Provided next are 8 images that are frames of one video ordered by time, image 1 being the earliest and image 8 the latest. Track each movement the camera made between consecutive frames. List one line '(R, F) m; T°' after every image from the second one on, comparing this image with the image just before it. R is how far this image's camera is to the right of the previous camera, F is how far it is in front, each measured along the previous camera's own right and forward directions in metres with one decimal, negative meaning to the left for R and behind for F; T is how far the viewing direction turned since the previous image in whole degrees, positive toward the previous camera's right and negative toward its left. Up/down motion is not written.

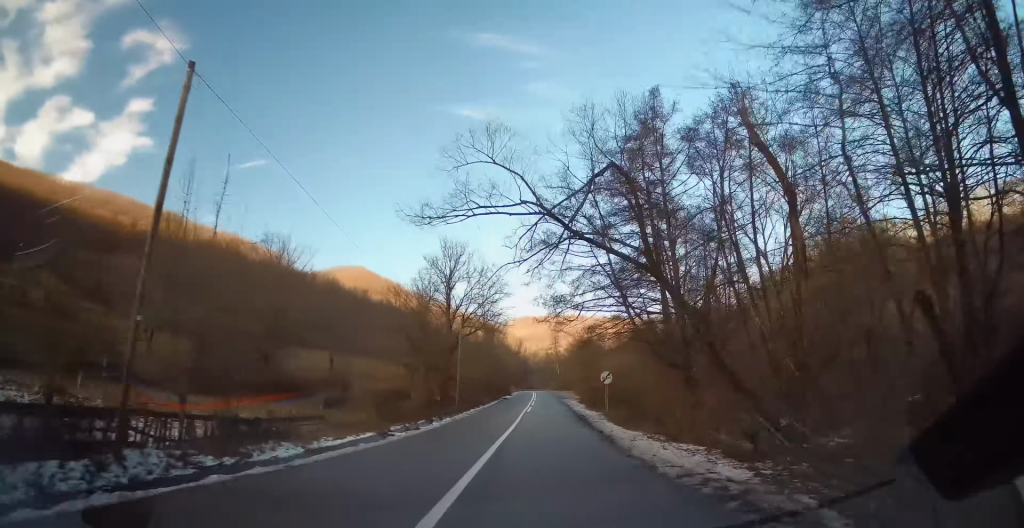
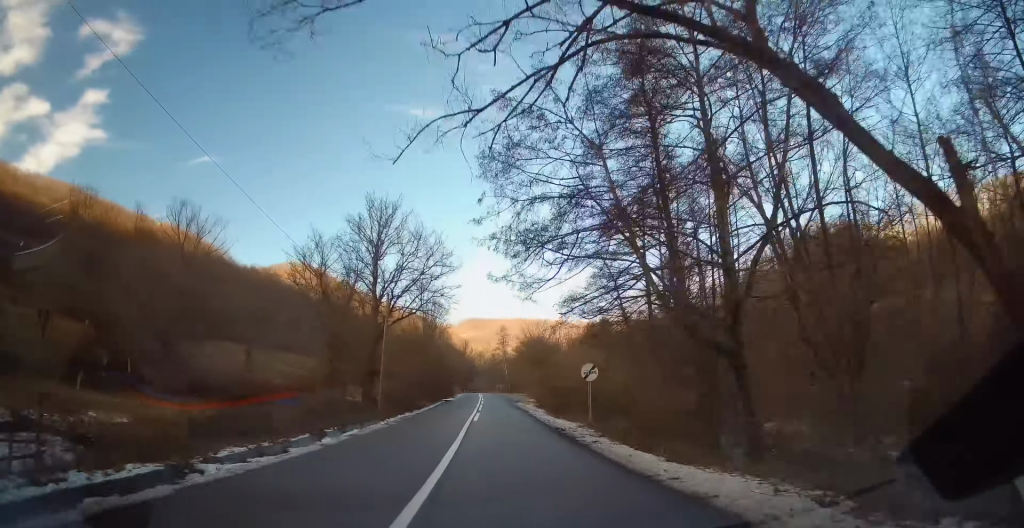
(+0.7, +11.2) m; +4°
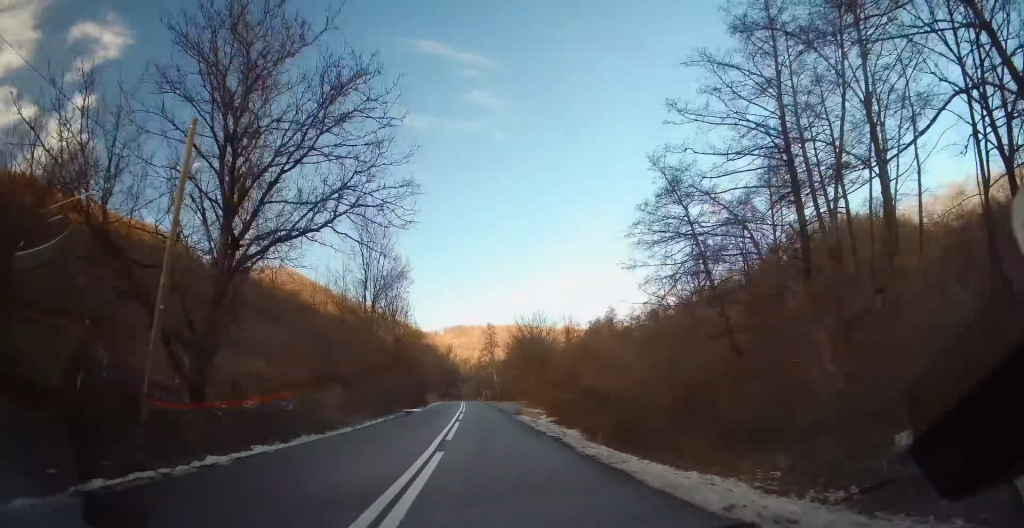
(+0.2, +22.4) m; +3°
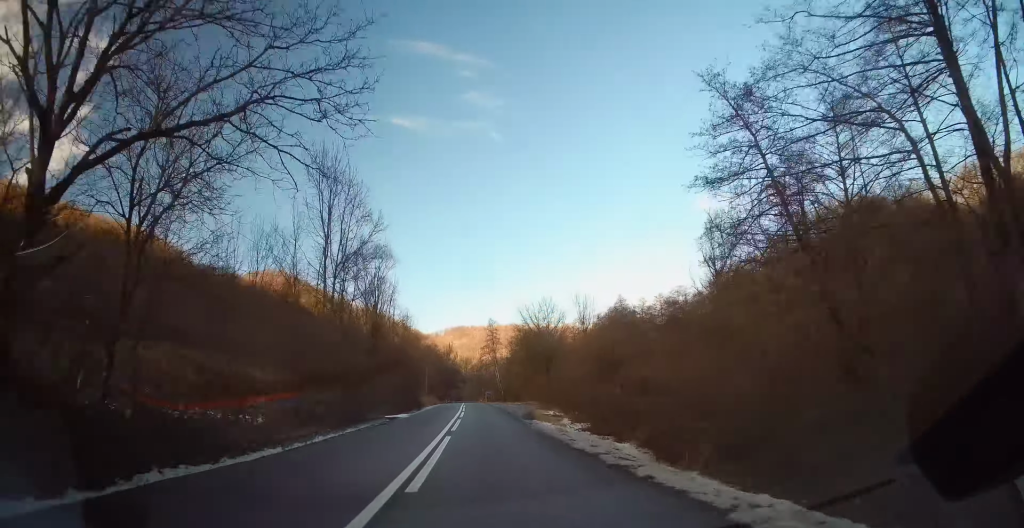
(+0.2, +8.9) m; +1°
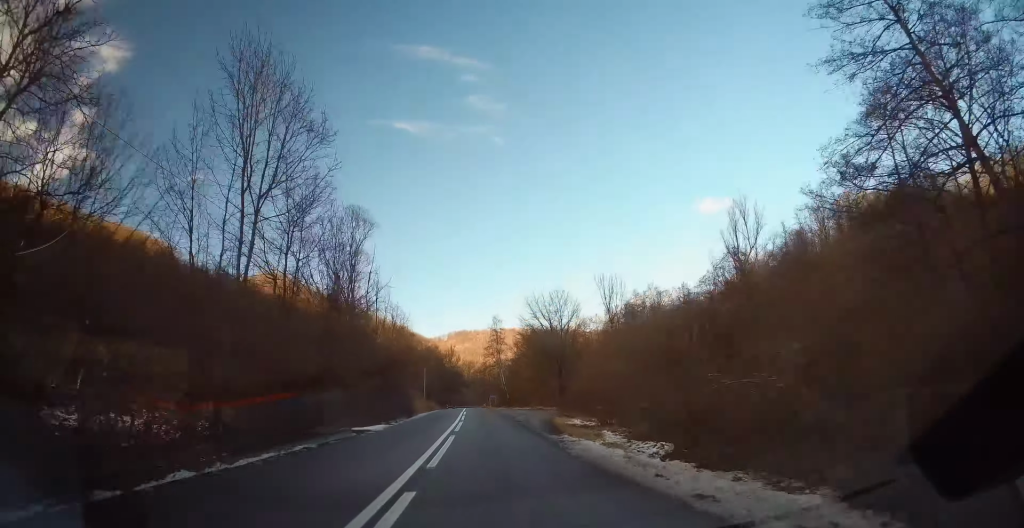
(+0.3, +9.6) m; 0°
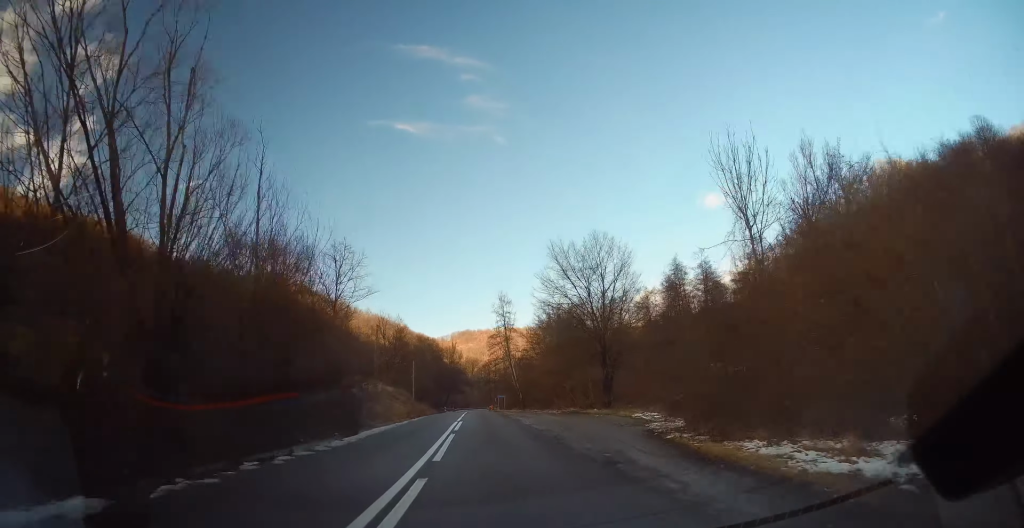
(-0.3, +22.7) m; -1°
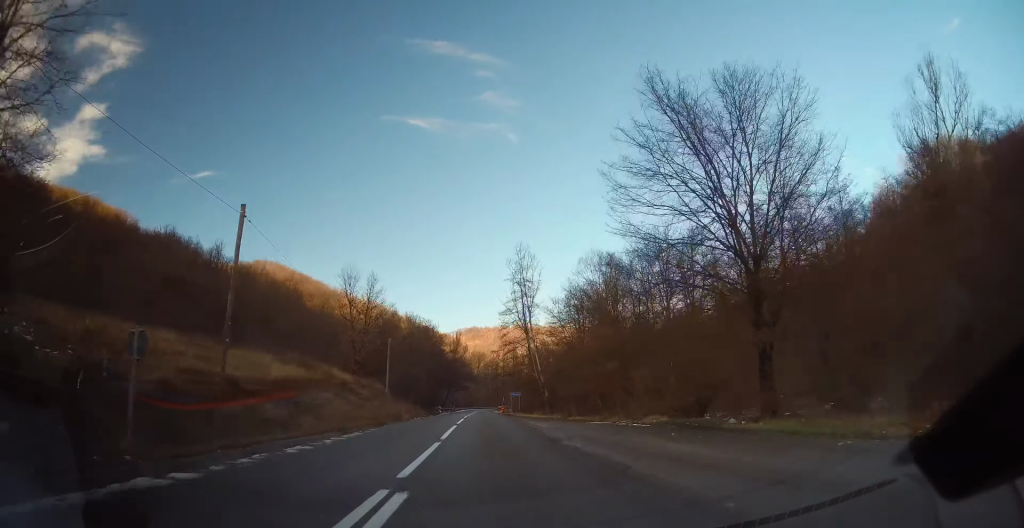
(0.0, +25.7) m; +1°
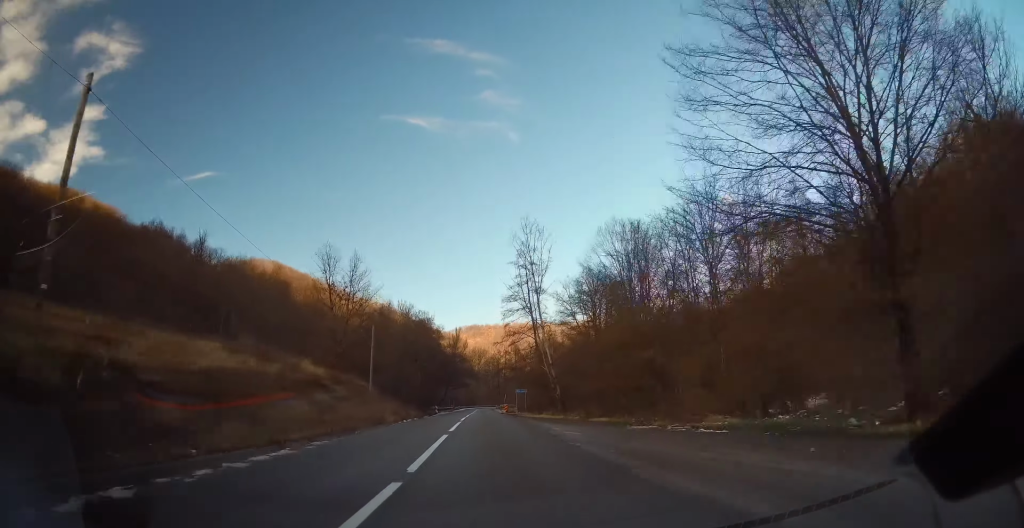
(+0.1, +8.2) m; 0°
